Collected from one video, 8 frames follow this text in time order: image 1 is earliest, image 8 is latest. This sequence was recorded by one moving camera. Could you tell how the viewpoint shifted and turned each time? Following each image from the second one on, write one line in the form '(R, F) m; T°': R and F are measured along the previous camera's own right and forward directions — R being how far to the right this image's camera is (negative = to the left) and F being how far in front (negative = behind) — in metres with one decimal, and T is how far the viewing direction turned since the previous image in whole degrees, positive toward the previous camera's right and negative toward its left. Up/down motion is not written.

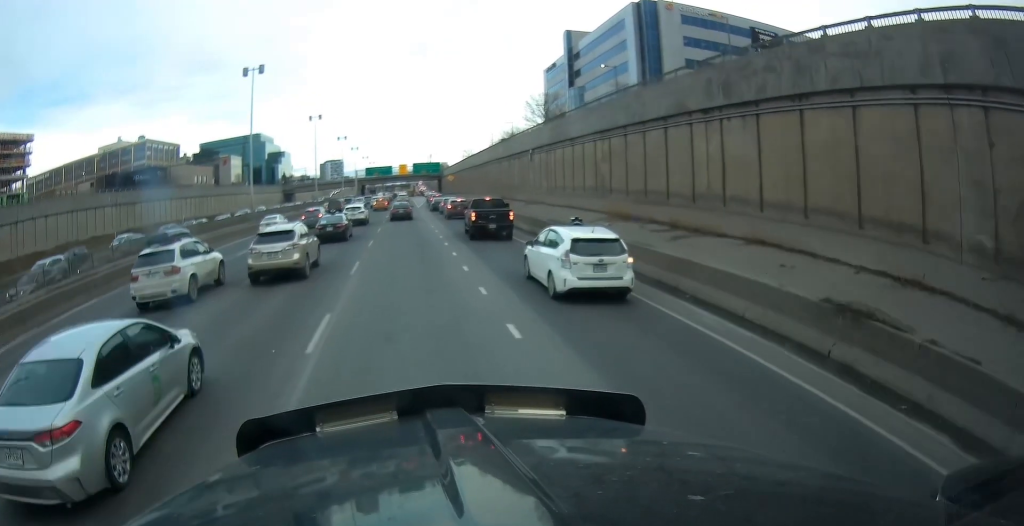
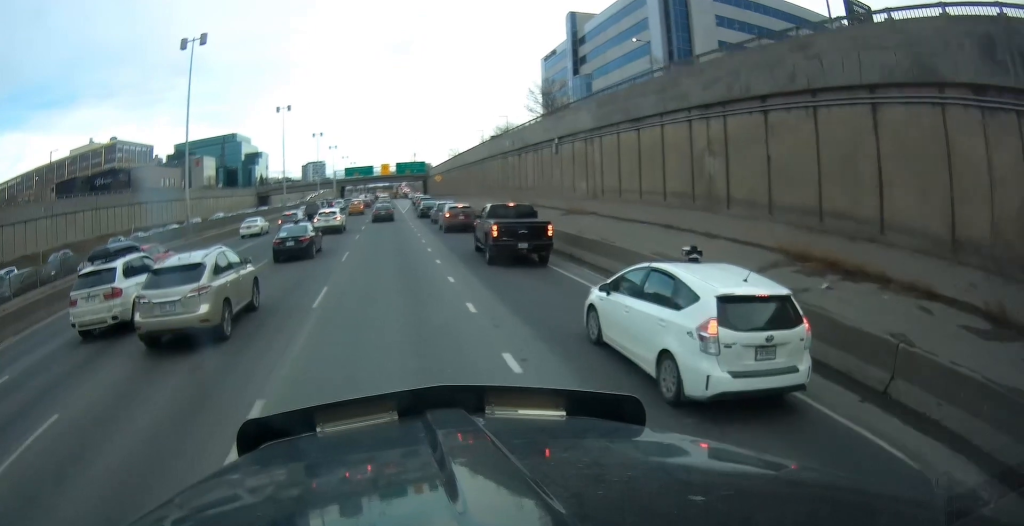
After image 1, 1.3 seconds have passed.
(+0.8, +13.2) m; +2°
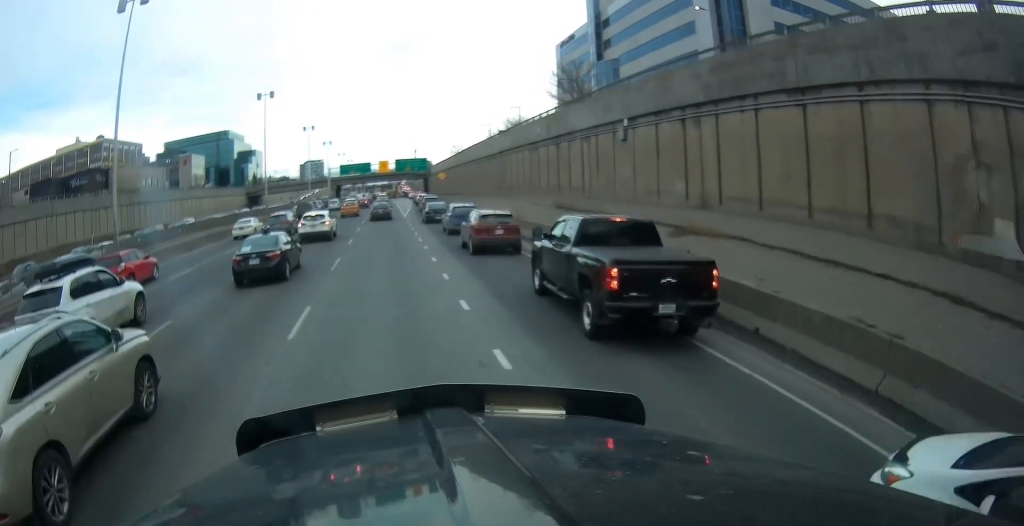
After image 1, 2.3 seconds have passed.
(-0.3, +11.6) m; -1°
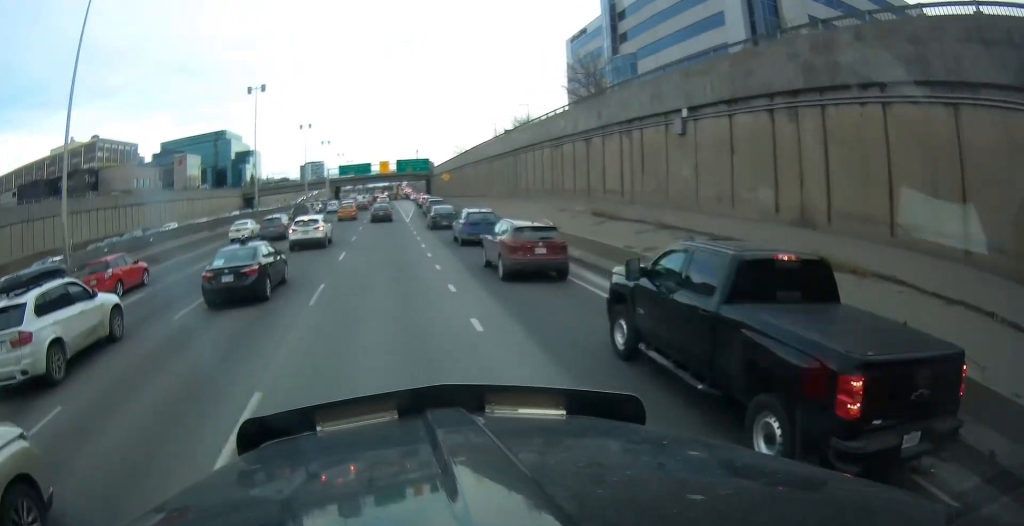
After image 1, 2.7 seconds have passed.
(-0.1, +5.1) m; +1°
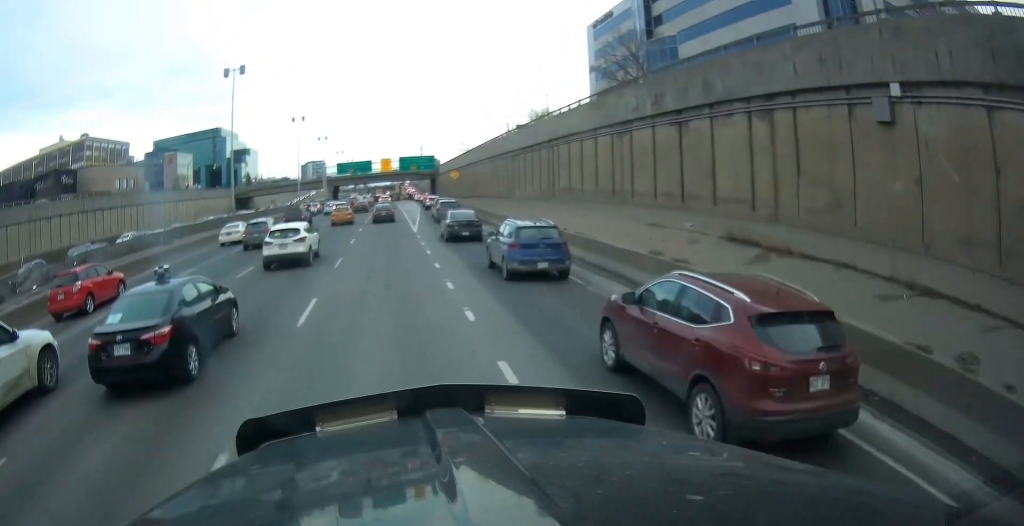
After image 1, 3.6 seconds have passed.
(+0.2, +10.4) m; +1°
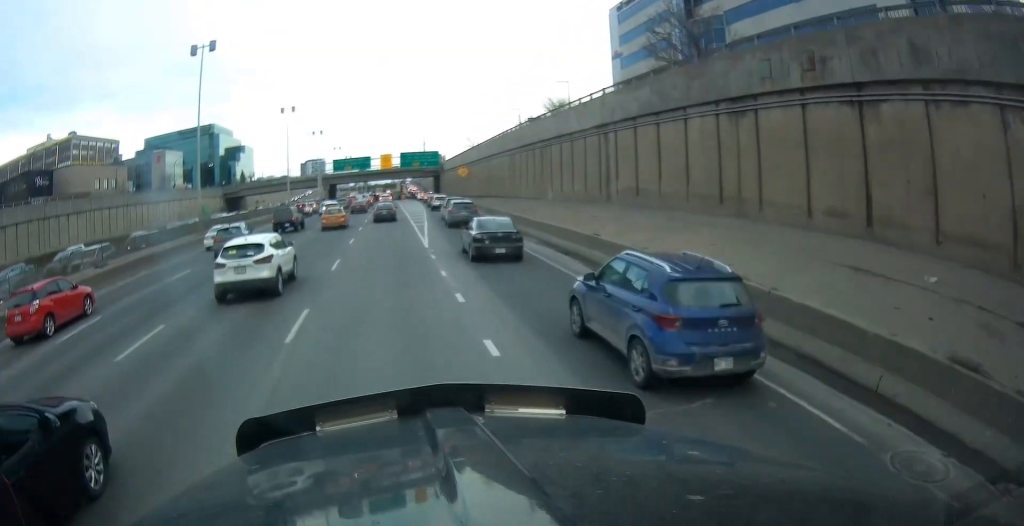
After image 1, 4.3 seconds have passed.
(+0.1, +10.0) m; +1°
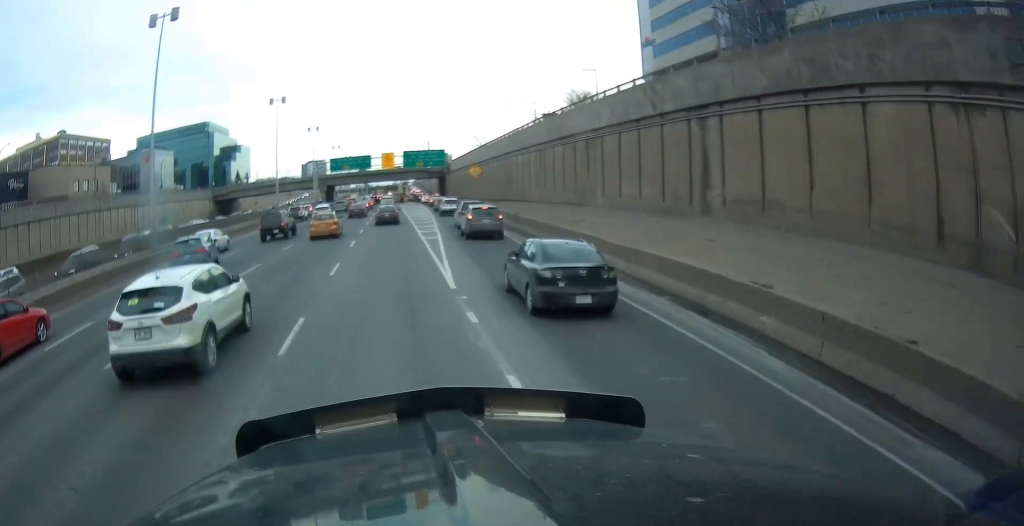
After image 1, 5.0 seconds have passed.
(-0.2, +9.4) m; 0°
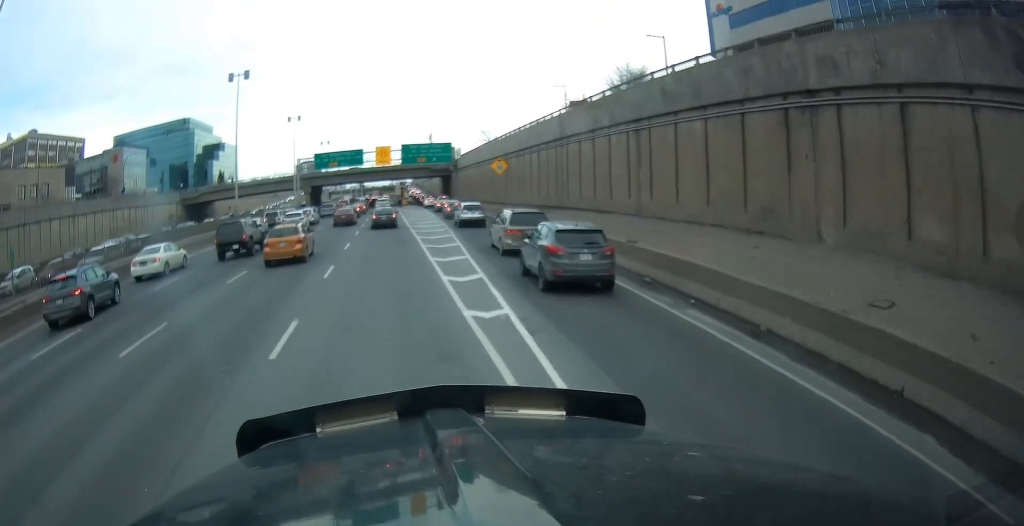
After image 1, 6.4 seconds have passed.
(+0.1, +18.5) m; -2°
